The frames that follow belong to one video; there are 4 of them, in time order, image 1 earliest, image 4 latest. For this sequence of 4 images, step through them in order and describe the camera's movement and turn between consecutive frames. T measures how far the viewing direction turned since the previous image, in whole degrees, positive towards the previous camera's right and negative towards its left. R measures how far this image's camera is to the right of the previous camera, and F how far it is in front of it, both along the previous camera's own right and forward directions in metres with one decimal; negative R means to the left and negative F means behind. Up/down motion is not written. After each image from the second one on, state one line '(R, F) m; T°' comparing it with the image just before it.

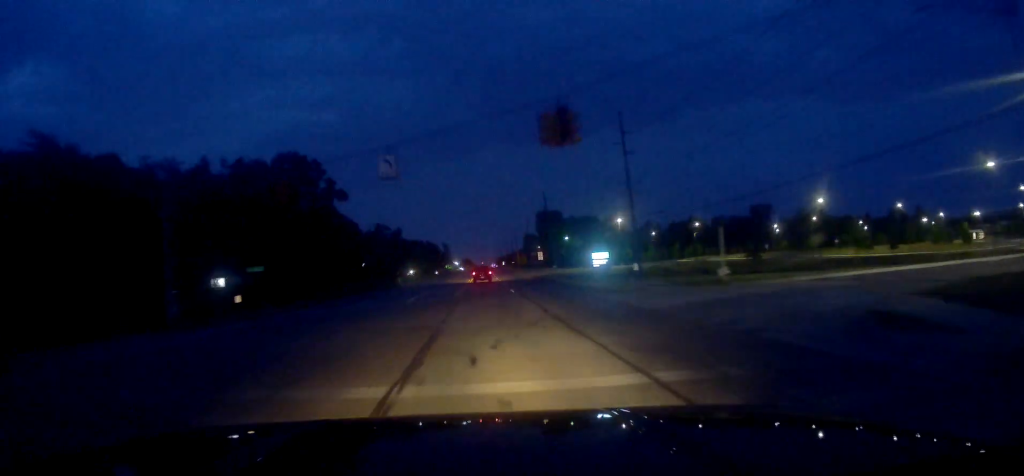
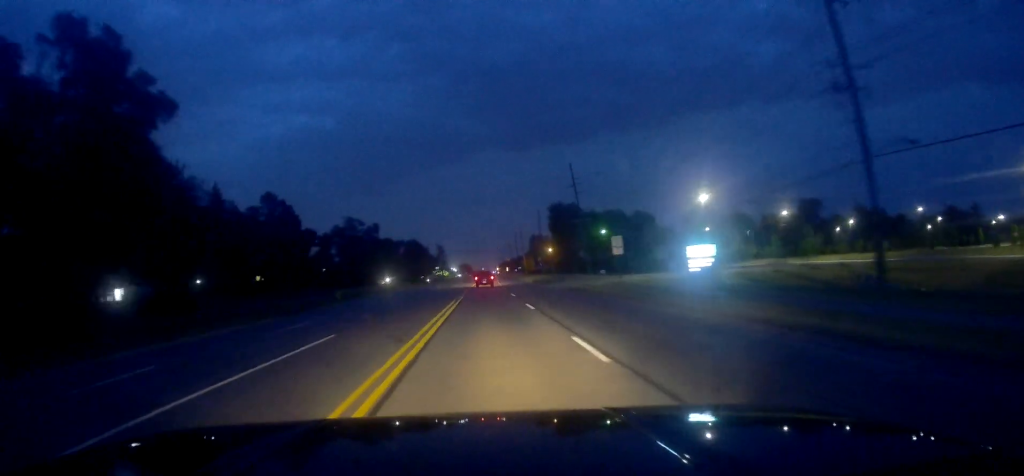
(-0.2, +44.6) m; 0°
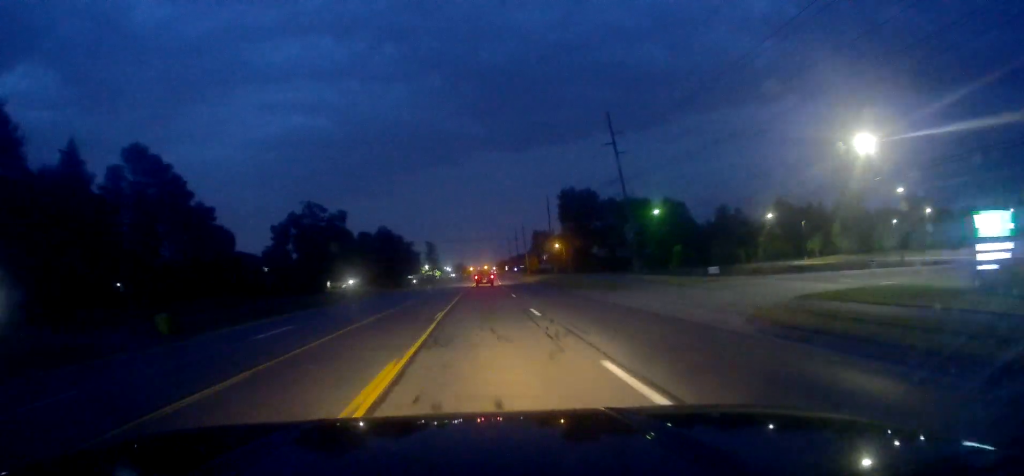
(-0.5, +33.5) m; +1°
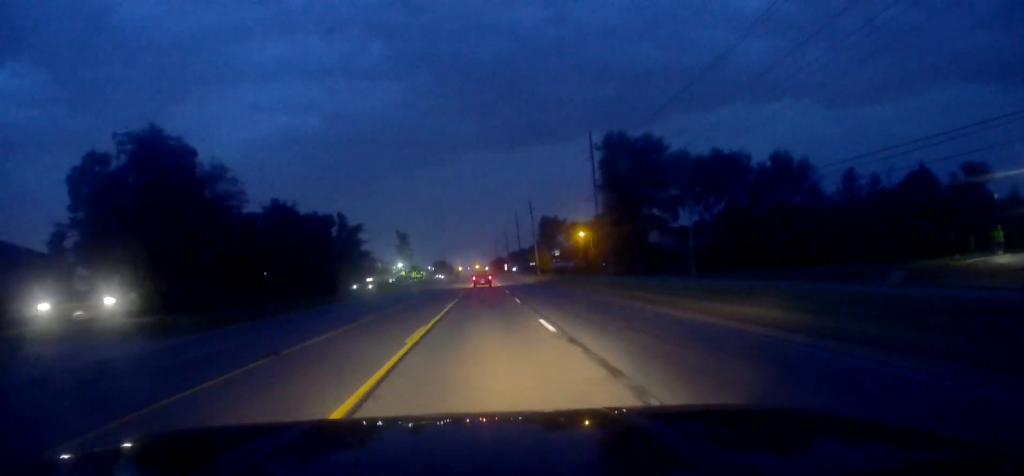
(0.0, +66.6) m; +1°
